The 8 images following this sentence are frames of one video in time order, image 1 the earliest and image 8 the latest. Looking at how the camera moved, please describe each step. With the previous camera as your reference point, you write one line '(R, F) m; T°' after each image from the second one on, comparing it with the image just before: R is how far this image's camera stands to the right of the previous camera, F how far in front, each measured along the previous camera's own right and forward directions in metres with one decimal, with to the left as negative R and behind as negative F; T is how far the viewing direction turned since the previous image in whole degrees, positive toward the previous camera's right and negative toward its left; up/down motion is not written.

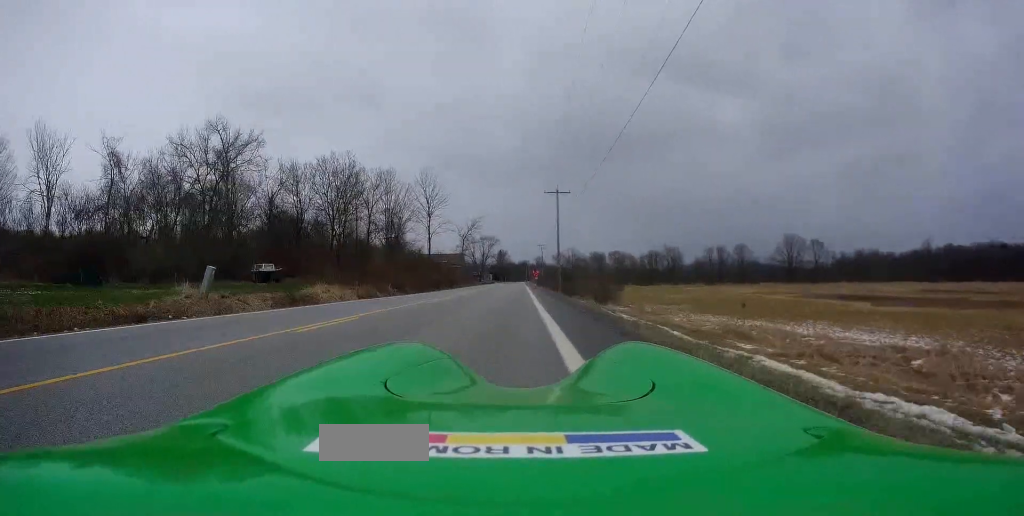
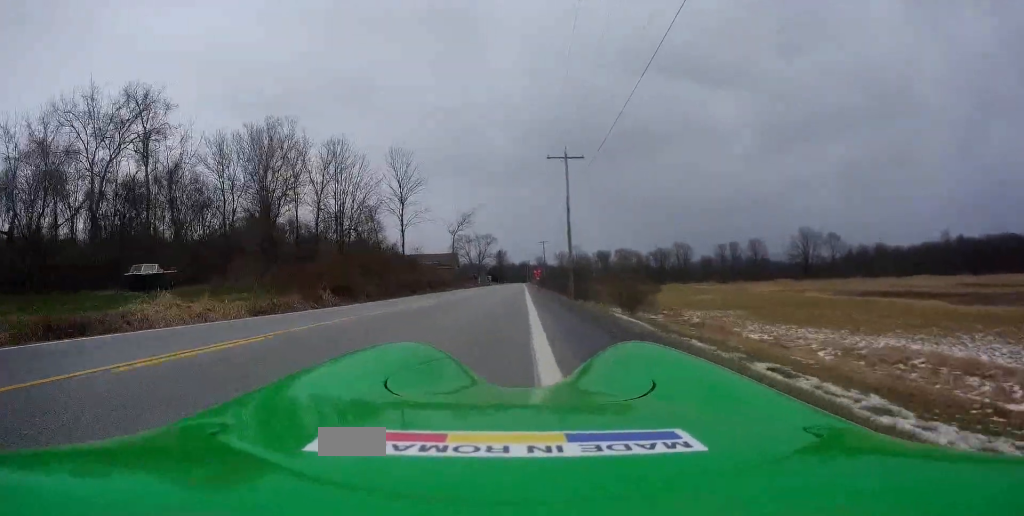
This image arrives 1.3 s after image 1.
(-0.2, +15.9) m; +1°
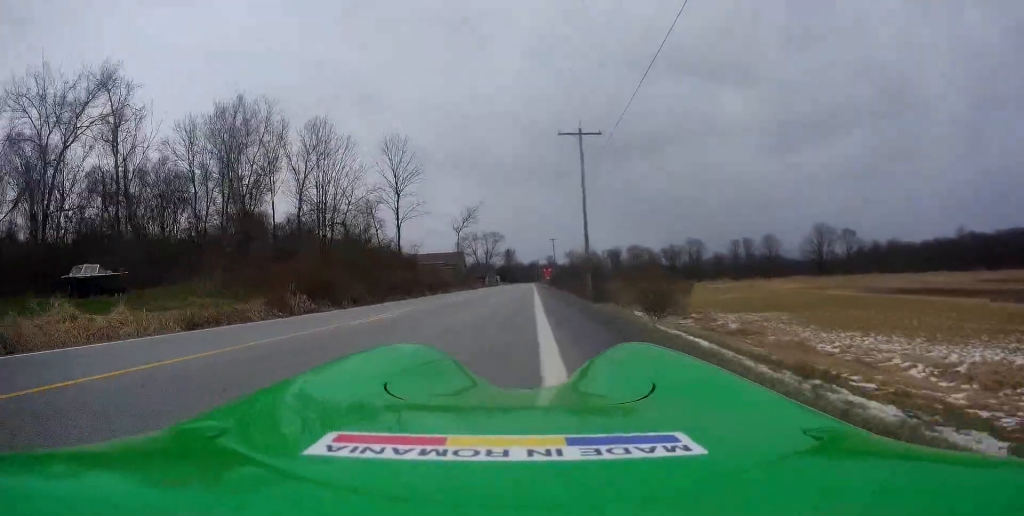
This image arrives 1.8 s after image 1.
(+0.2, +5.6) m; +1°
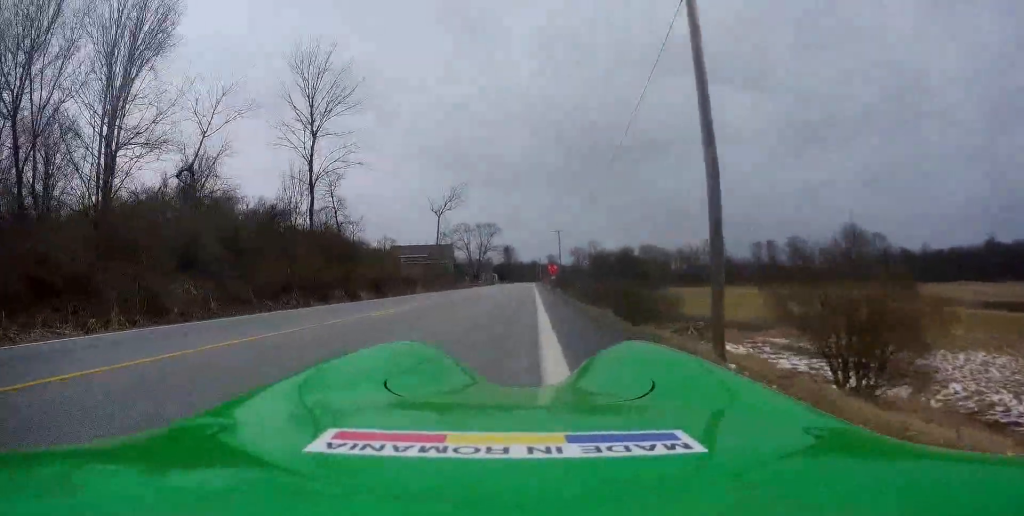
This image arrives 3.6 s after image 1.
(-0.1, +22.3) m; 0°
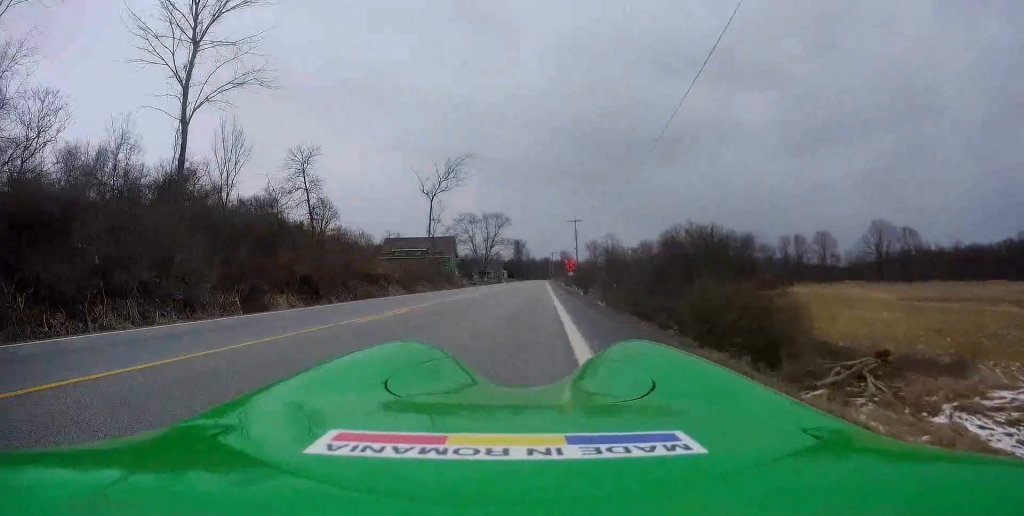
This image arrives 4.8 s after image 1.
(+0.2, +14.1) m; 0°
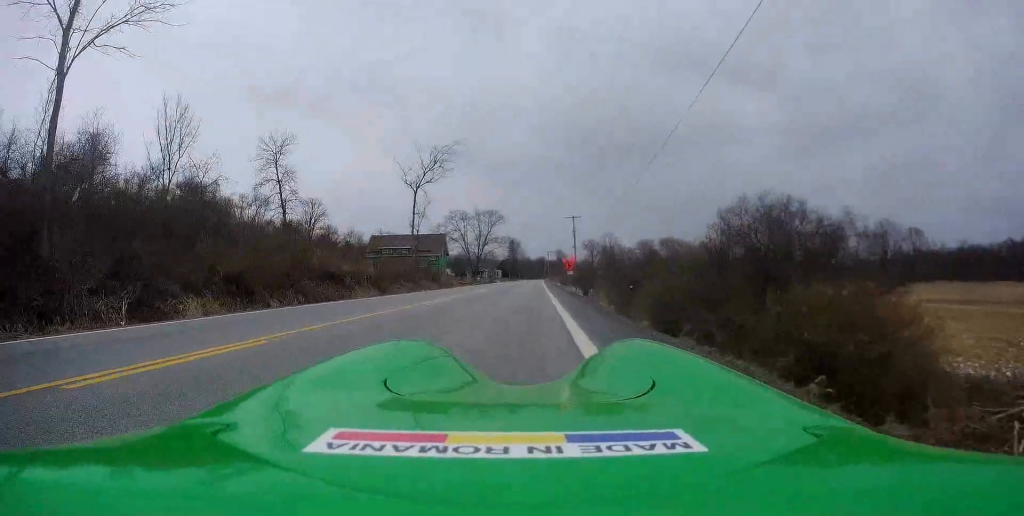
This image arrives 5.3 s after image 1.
(0.0, +6.5) m; -1°
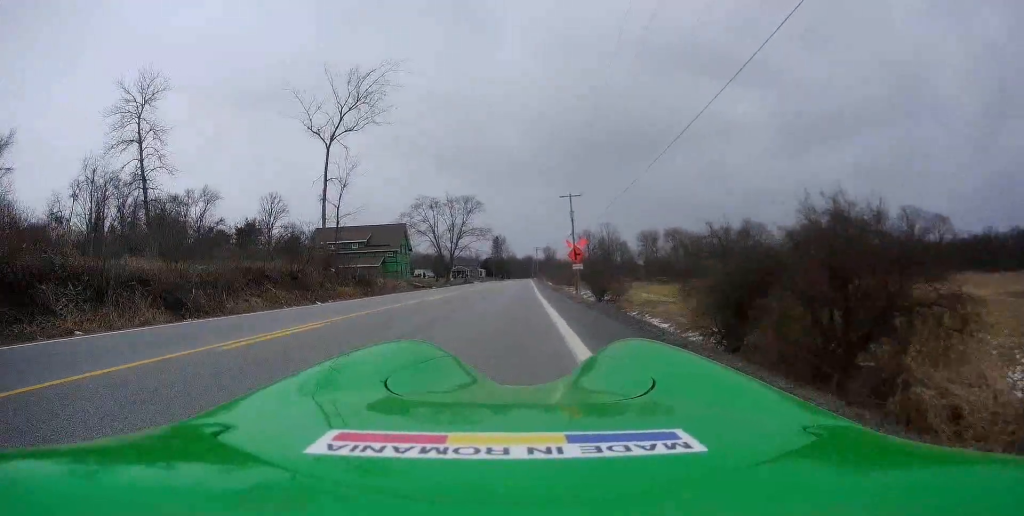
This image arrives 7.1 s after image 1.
(-0.6, +21.9) m; 0°
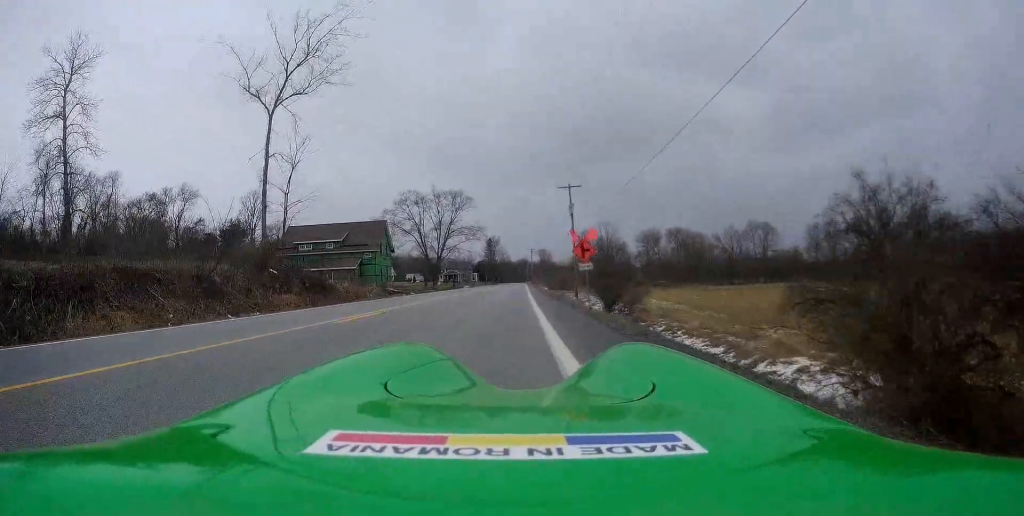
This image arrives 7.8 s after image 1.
(+0.2, +7.8) m; +1°
